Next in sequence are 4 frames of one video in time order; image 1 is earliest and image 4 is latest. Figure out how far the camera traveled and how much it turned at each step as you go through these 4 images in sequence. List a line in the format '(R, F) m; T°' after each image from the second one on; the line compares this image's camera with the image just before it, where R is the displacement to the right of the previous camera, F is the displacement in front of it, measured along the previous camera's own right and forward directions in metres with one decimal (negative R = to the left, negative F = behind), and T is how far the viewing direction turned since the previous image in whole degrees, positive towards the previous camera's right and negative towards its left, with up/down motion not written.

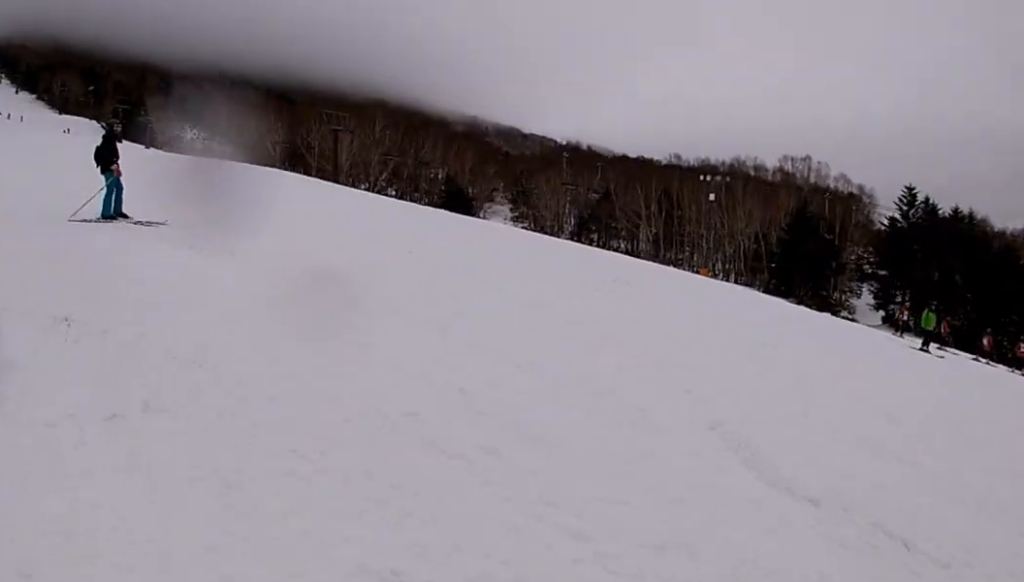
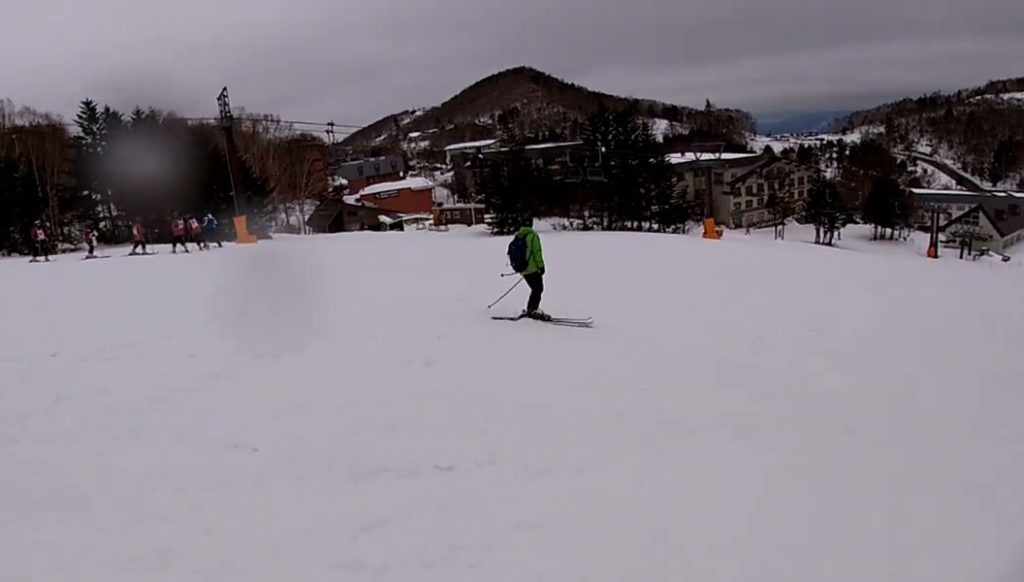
(-1.7, +8.4) m; -14°
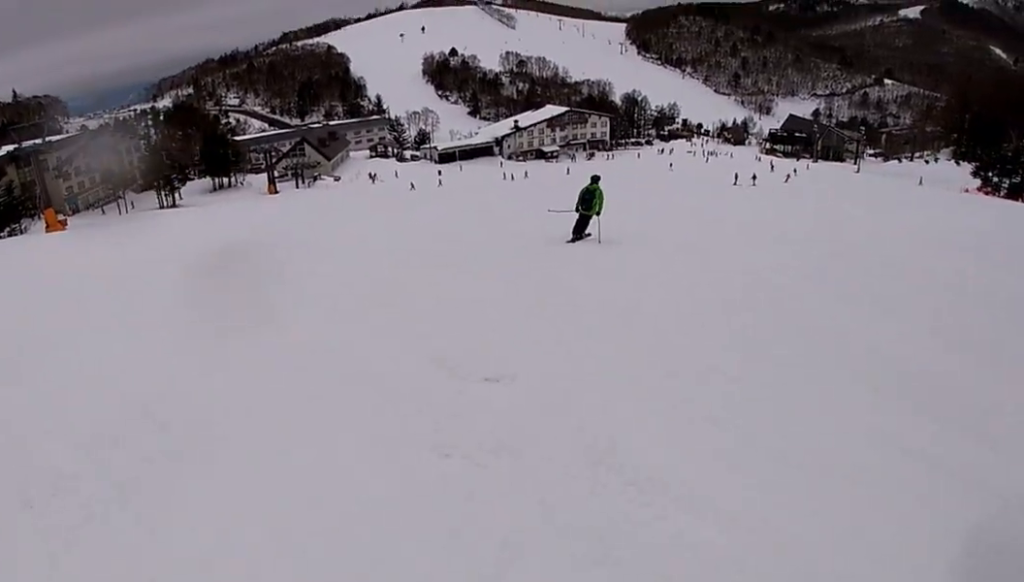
(+0.8, +9.5) m; +19°
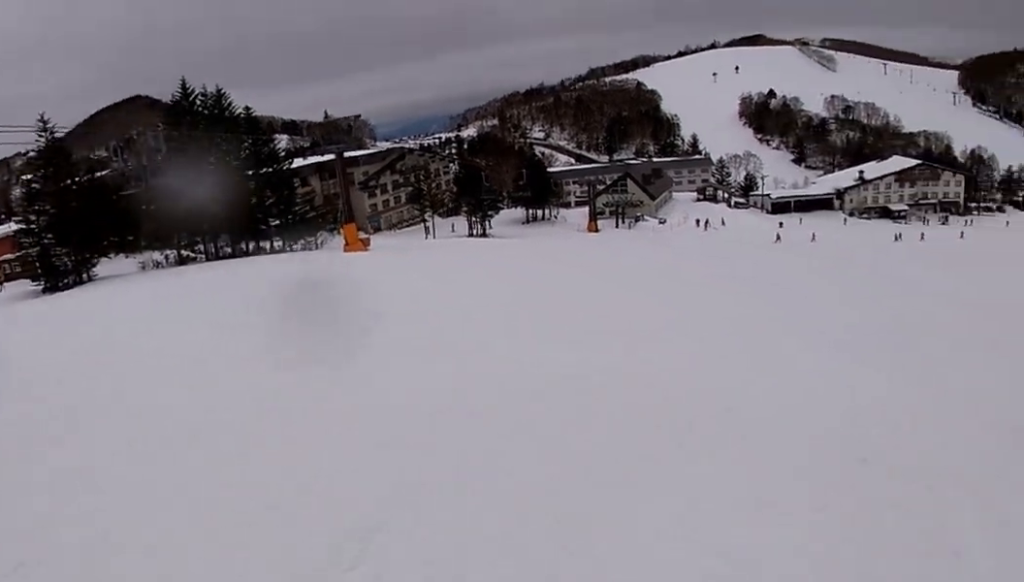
(-0.9, +14.6) m; -13°
